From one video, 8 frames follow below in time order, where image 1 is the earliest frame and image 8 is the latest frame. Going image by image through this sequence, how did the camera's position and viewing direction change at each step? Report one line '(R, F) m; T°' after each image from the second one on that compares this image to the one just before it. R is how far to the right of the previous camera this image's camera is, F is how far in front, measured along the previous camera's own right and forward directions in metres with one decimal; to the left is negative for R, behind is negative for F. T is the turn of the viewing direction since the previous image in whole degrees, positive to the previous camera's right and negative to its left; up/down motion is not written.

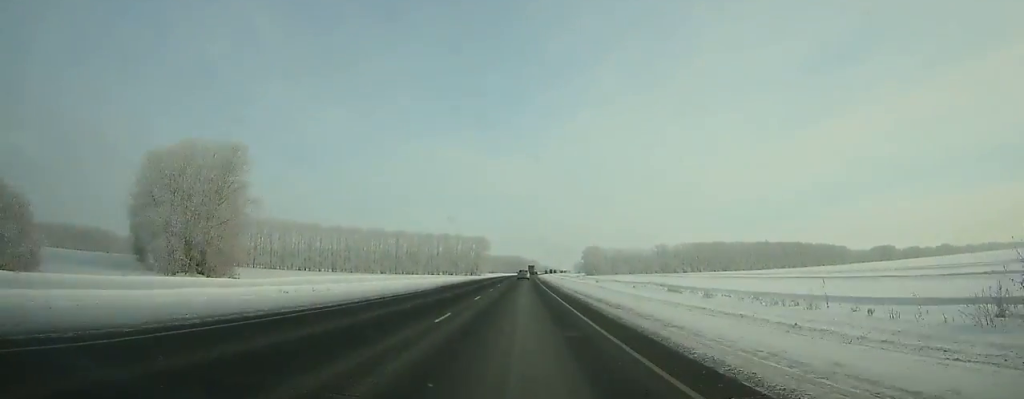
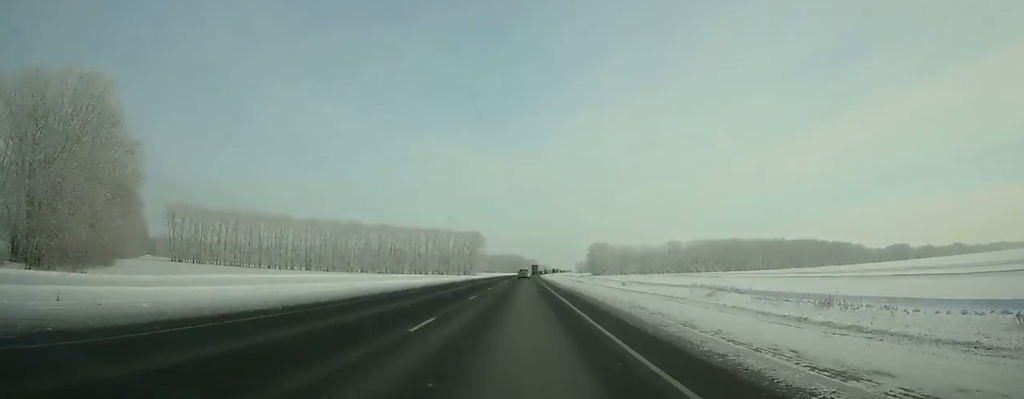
(+0.1, +38.4) m; 0°
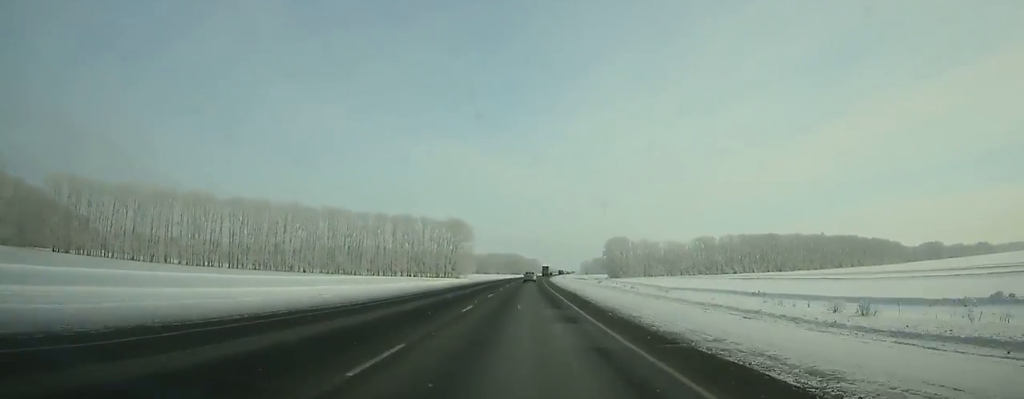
(+0.1, +76.2) m; +1°
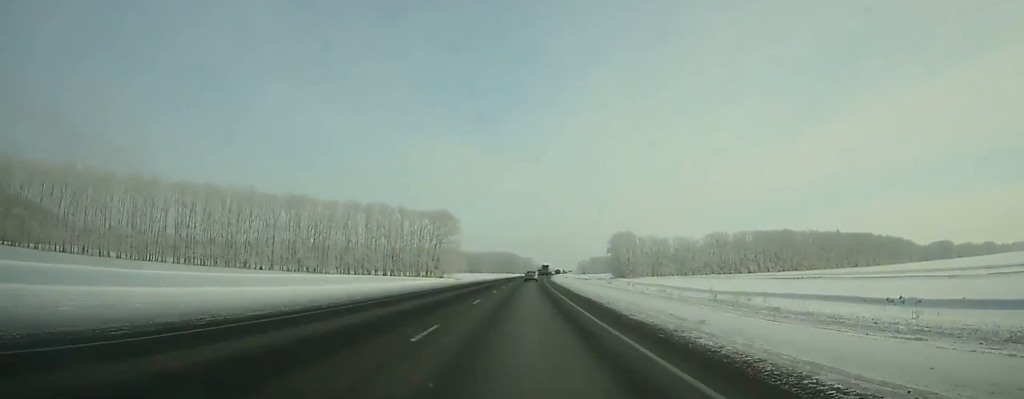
(+0.3, +32.3) m; +1°
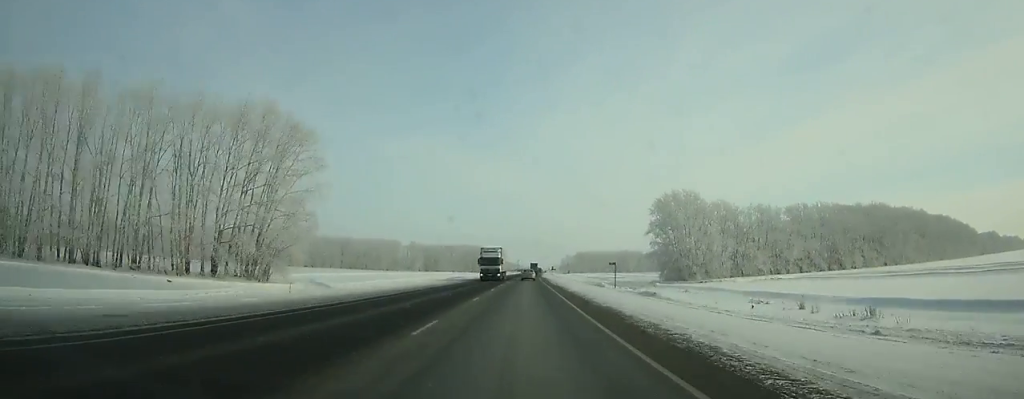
(+2.2, +130.2) m; +2°
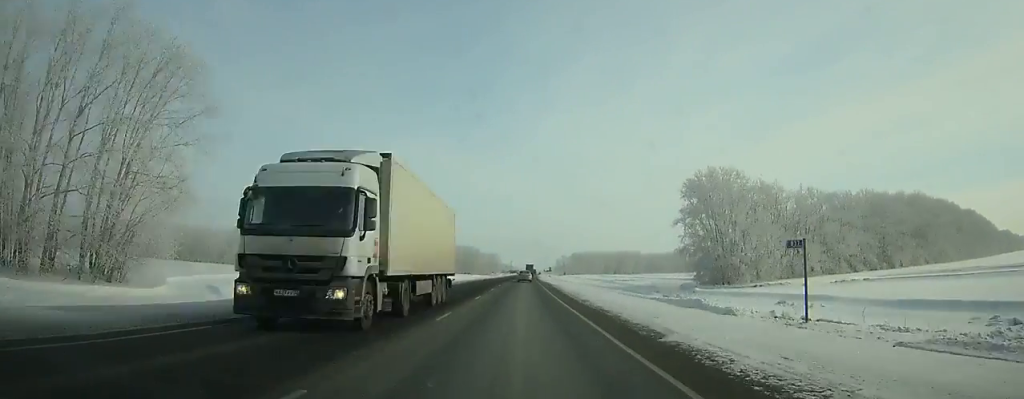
(+0.1, +31.3) m; 0°
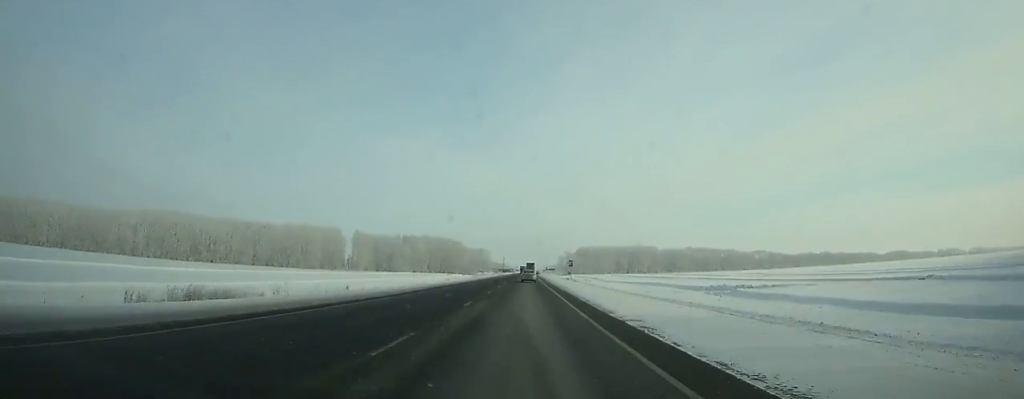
(+0.6, +100.9) m; +1°
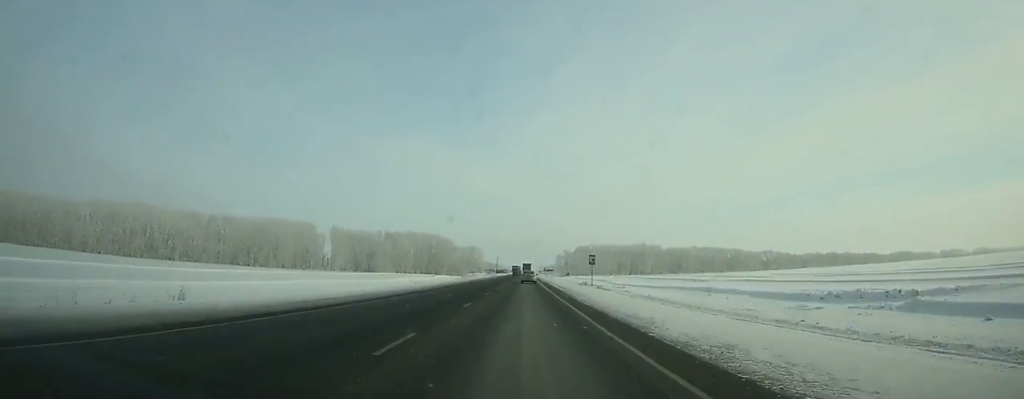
(+0.2, +35.8) m; 0°
